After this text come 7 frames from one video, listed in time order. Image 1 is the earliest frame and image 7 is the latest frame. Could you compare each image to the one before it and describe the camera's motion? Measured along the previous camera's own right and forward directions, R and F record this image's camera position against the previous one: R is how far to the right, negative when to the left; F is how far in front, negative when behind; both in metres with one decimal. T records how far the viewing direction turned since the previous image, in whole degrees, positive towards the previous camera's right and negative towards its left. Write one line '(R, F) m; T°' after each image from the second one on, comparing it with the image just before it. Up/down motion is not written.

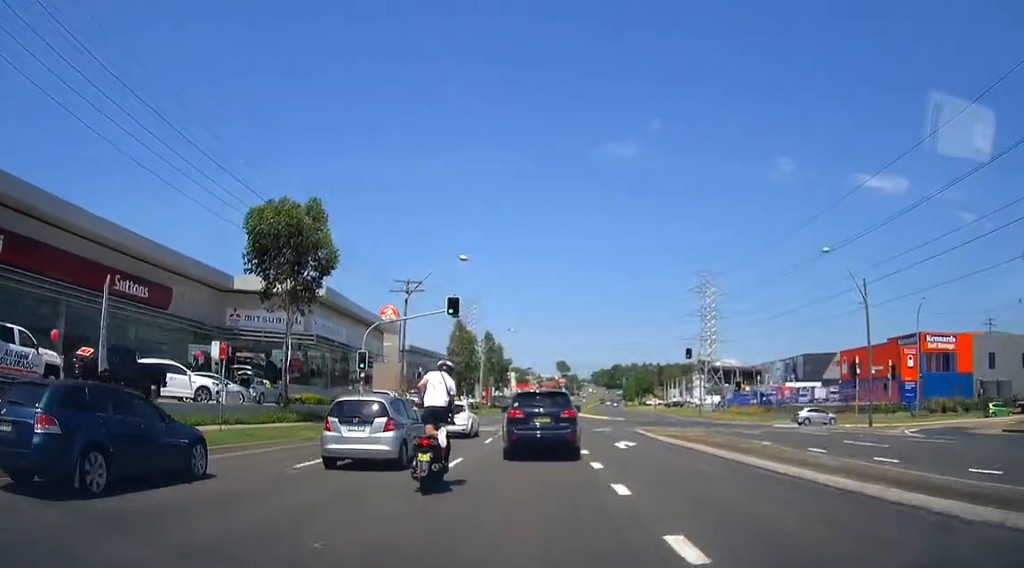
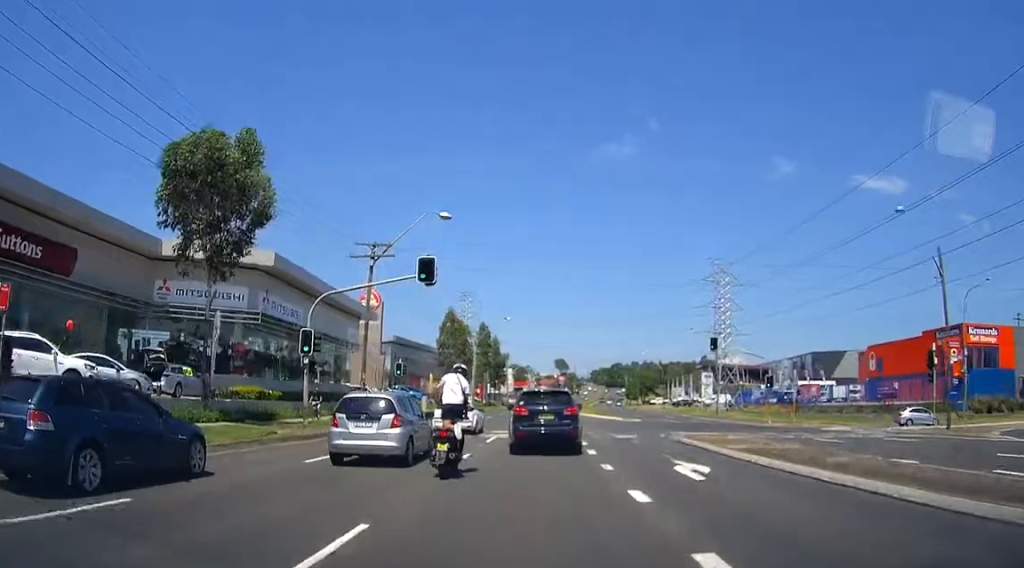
(-0.4, +9.2) m; 0°
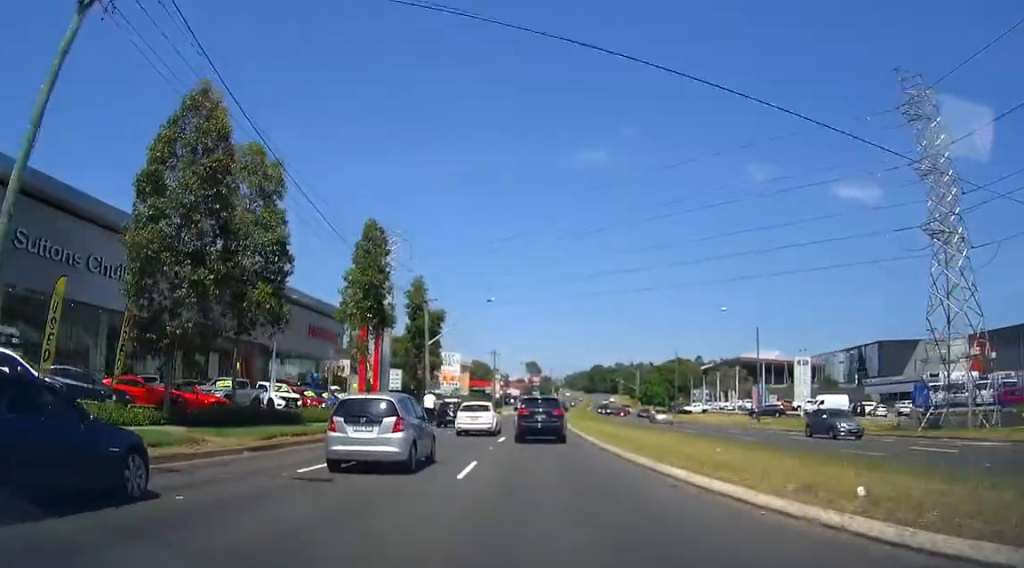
(+3.3, +65.3) m; +4°
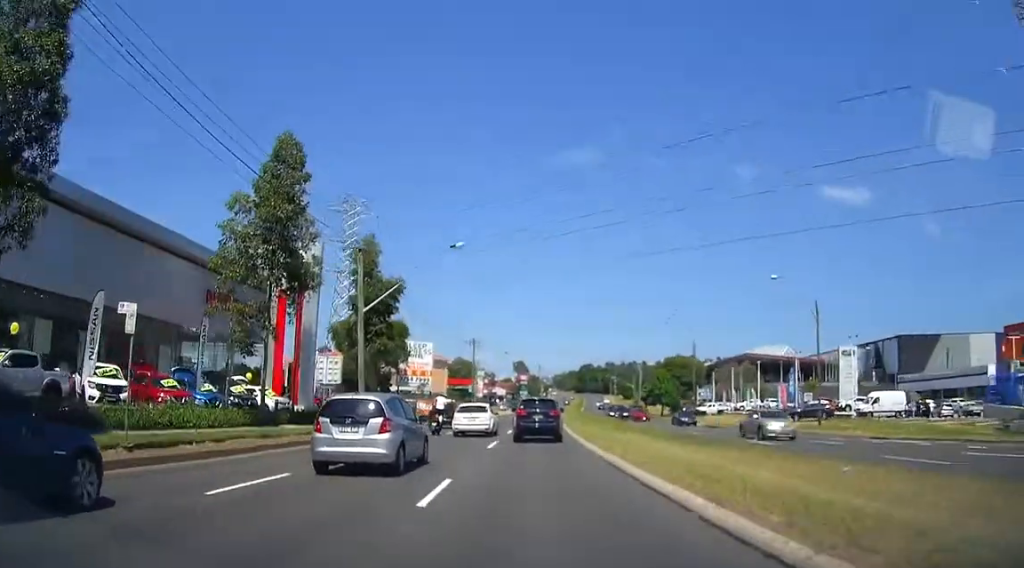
(-0.2, +16.1) m; +1°
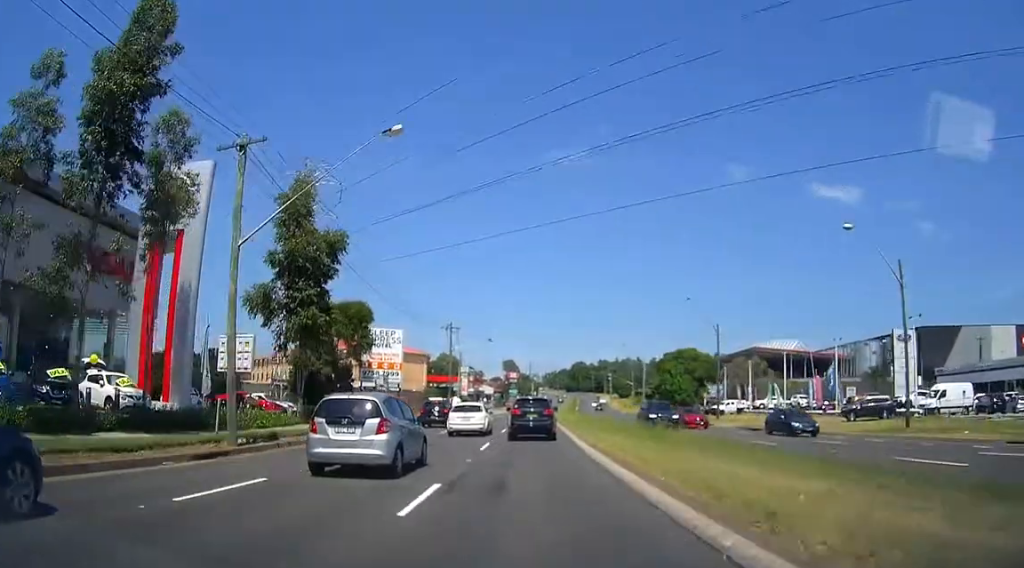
(+0.2, +13.3) m; +1°
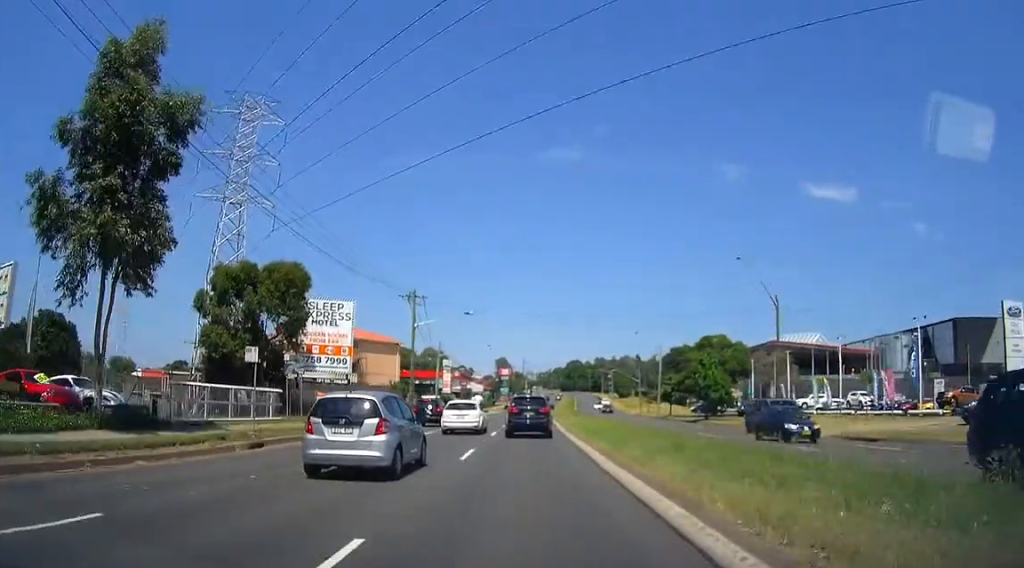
(+0.2, +17.0) m; +1°
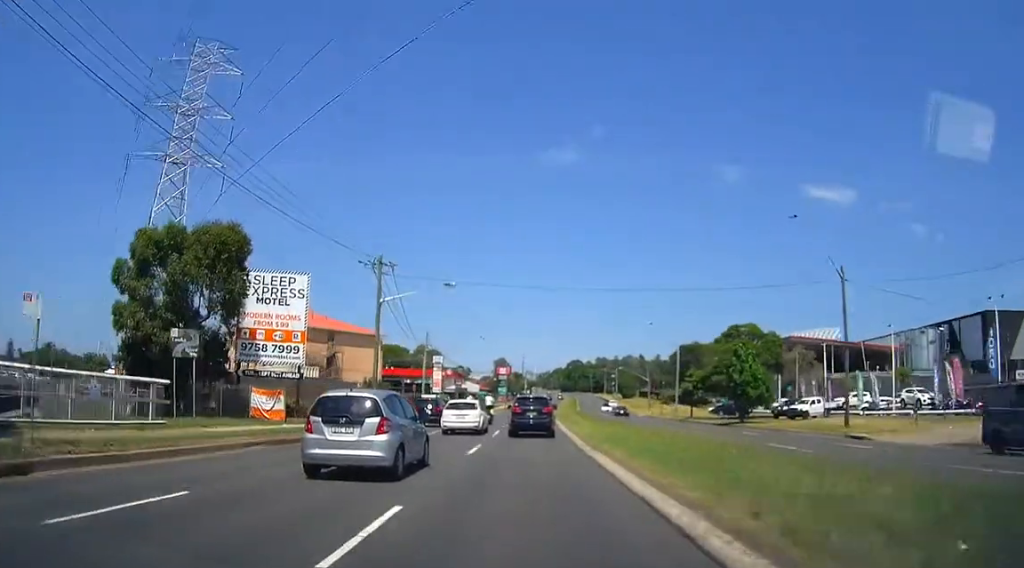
(-0.1, +10.6) m; 0°
